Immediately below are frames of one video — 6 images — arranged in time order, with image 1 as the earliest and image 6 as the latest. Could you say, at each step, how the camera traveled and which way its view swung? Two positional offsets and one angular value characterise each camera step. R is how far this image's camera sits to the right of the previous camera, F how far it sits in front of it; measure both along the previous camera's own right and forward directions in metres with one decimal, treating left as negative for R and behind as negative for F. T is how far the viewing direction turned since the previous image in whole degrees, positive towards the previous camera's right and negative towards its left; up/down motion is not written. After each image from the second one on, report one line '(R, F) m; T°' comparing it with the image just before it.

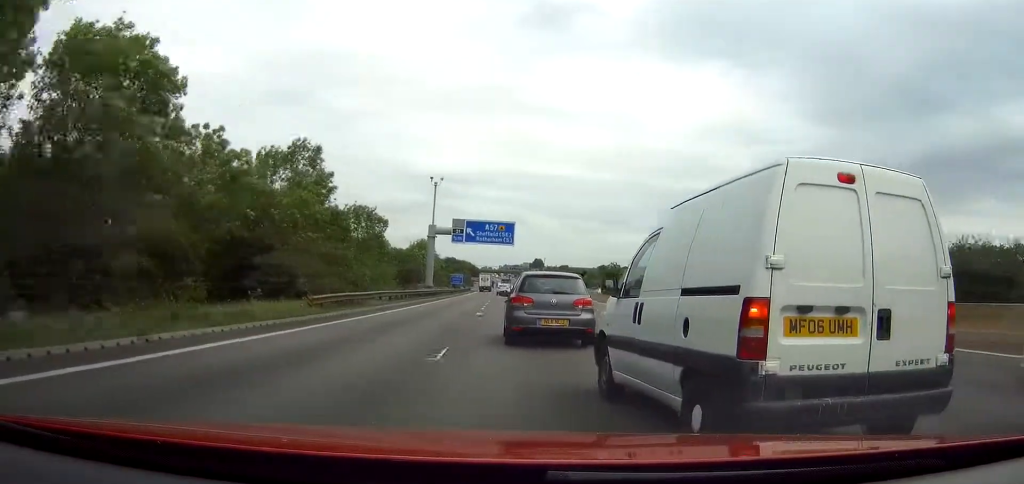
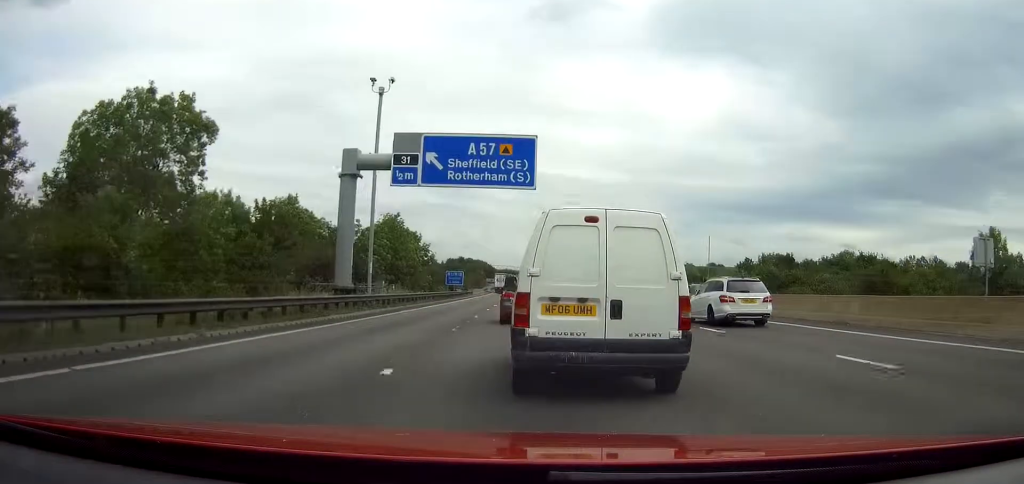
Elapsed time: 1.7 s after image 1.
(+0.2, +44.2) m; 0°
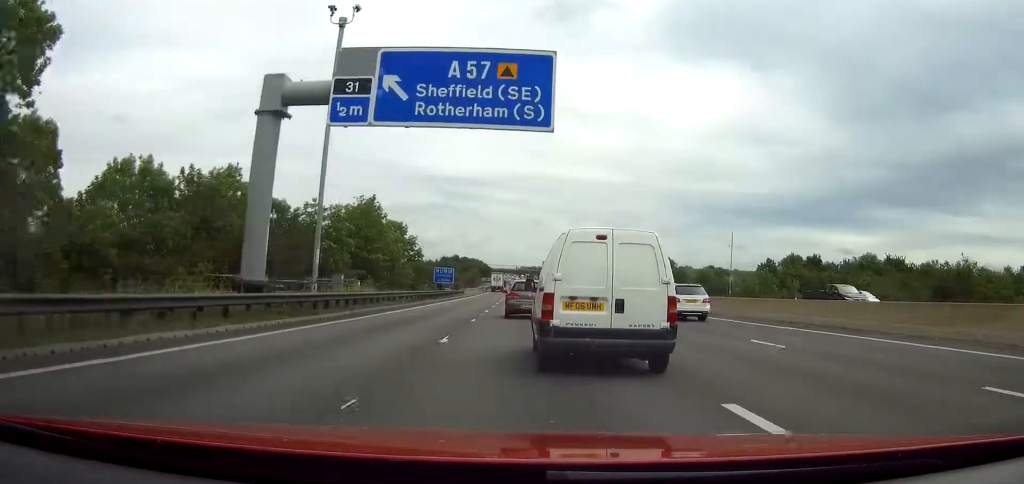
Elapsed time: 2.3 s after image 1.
(0.0, +12.8) m; 0°
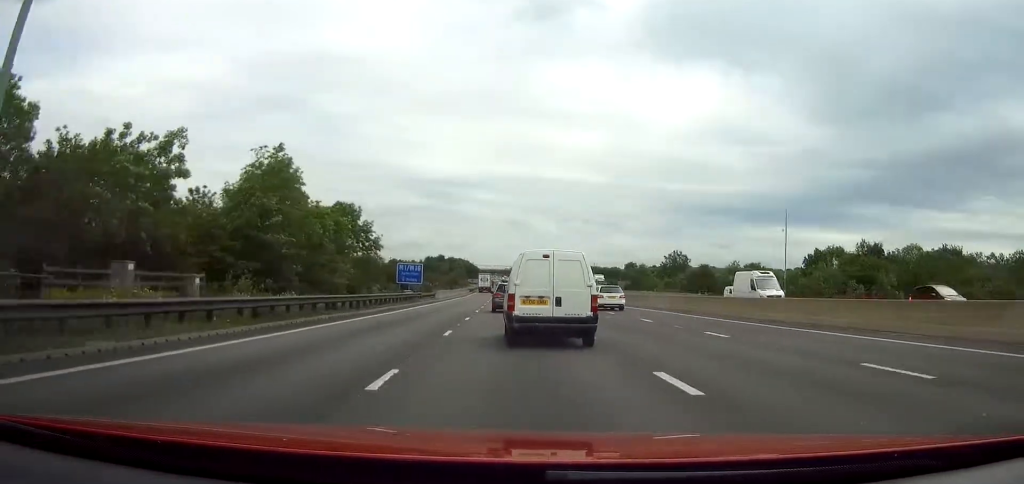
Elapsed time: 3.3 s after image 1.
(0.0, +23.8) m; 0°
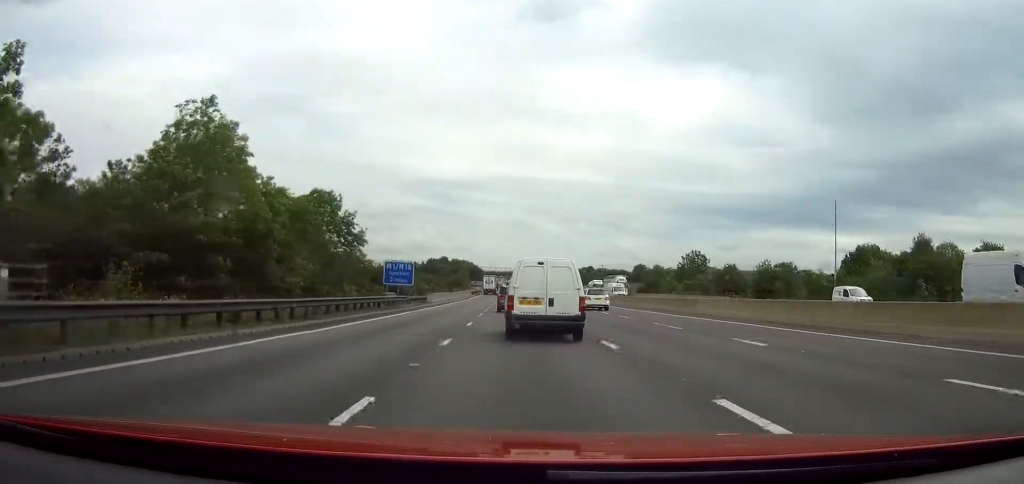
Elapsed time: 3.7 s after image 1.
(-0.1, +11.2) m; 0°
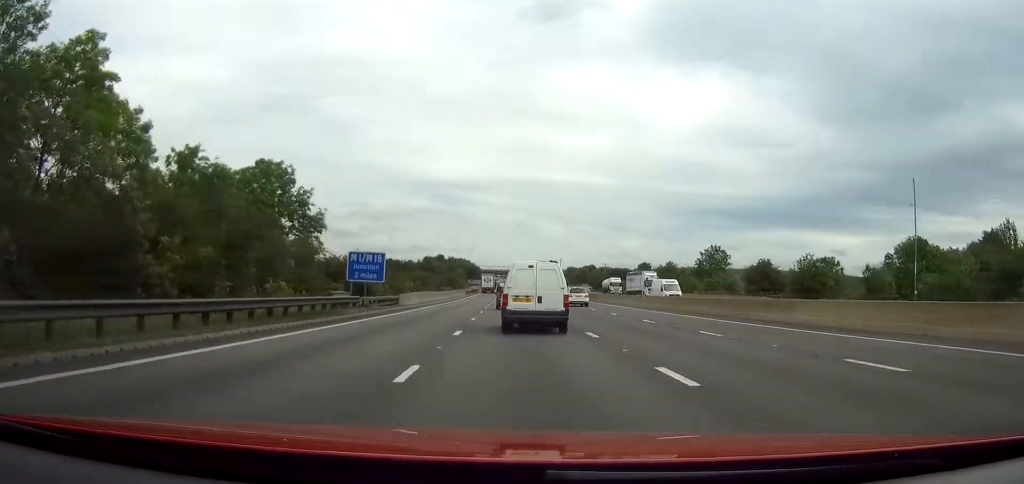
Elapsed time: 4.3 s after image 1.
(0.0, +14.7) m; 0°
